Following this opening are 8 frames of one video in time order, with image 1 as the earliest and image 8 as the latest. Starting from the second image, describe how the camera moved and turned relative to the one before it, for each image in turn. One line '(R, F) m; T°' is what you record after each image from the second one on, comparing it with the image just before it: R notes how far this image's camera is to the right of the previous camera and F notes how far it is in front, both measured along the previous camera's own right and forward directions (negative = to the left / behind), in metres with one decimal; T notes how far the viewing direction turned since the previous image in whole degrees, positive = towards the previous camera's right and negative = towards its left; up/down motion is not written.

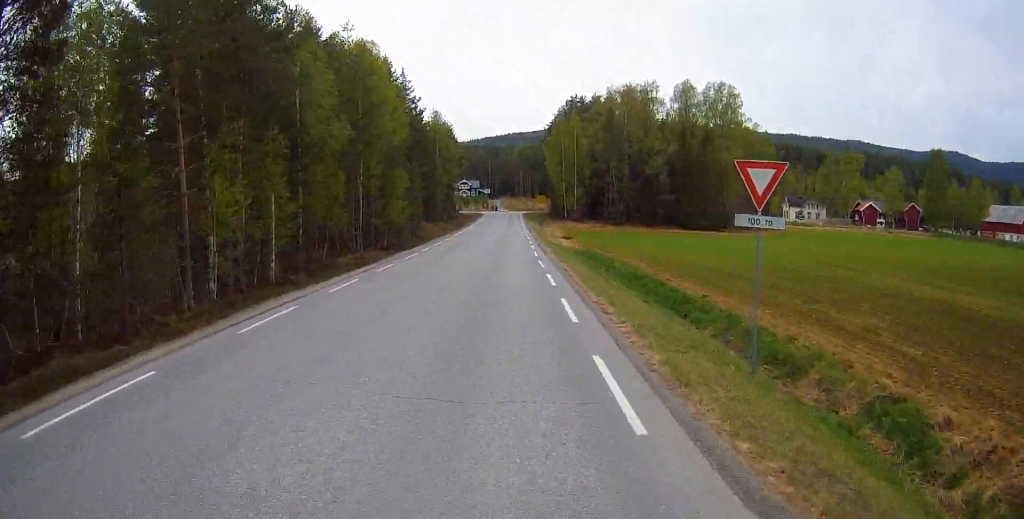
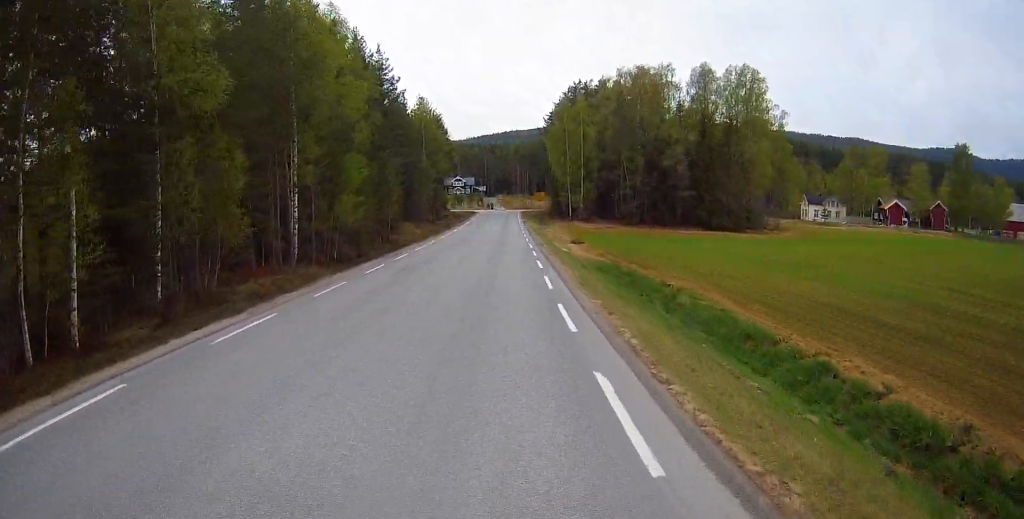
(+0.2, +13.0) m; +1°
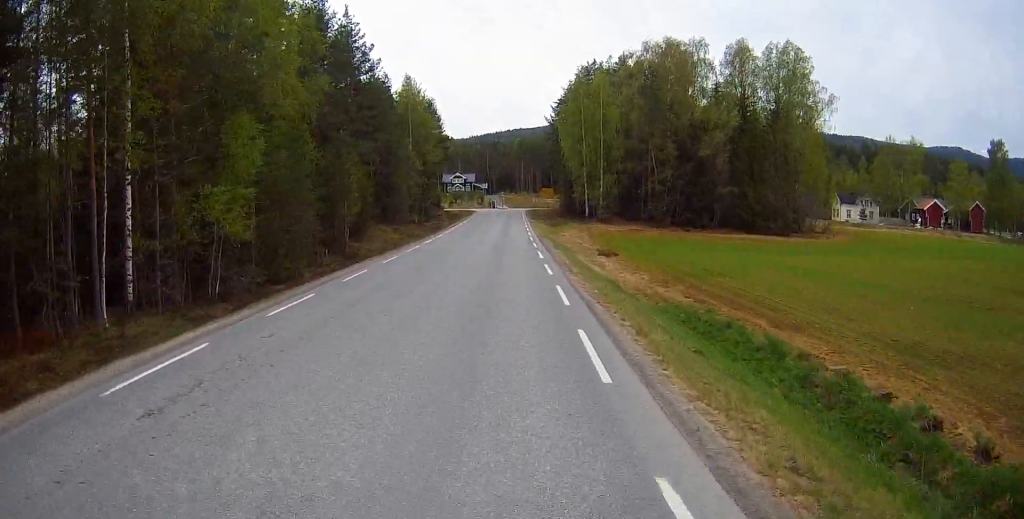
(+0.1, +15.0) m; -1°
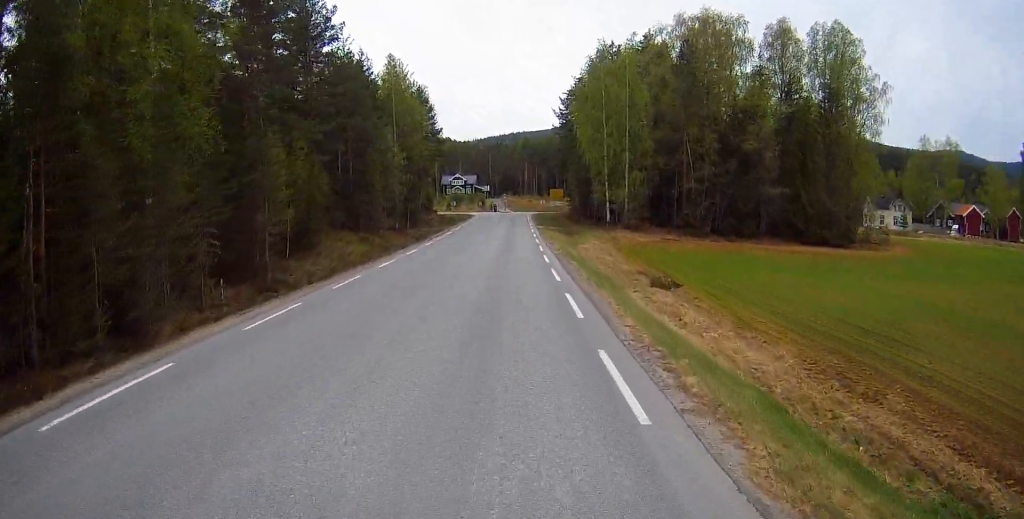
(-0.2, +13.3) m; +1°
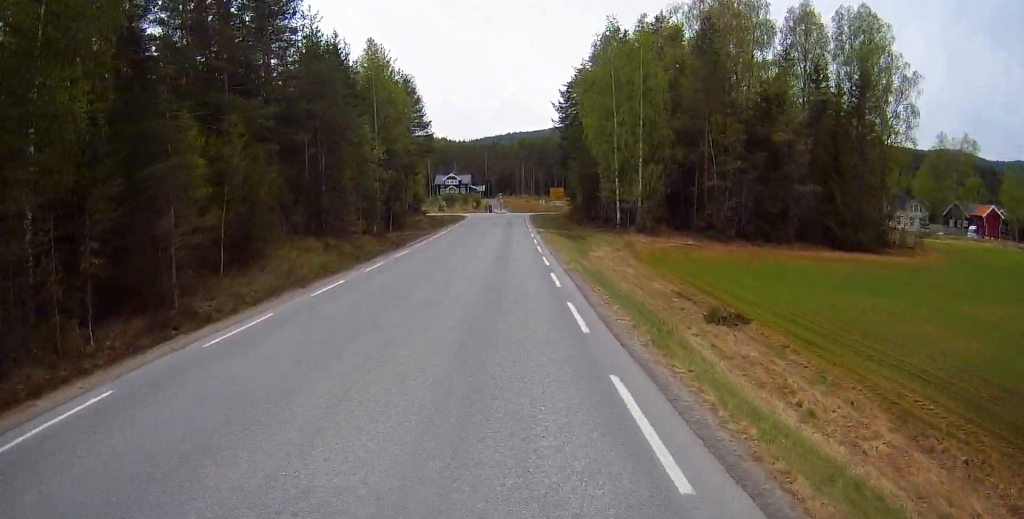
(+0.1, +7.5) m; +1°
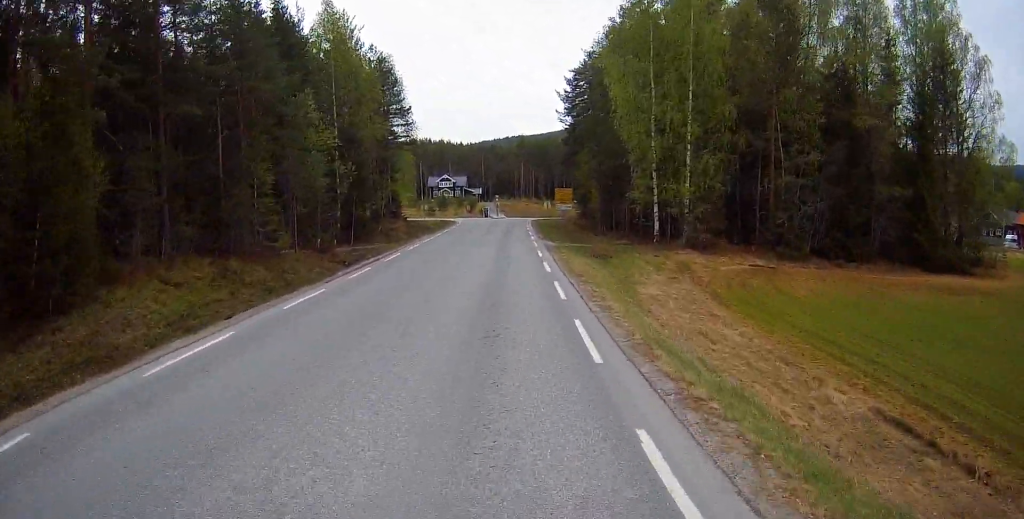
(+0.3, +13.6) m; 0°
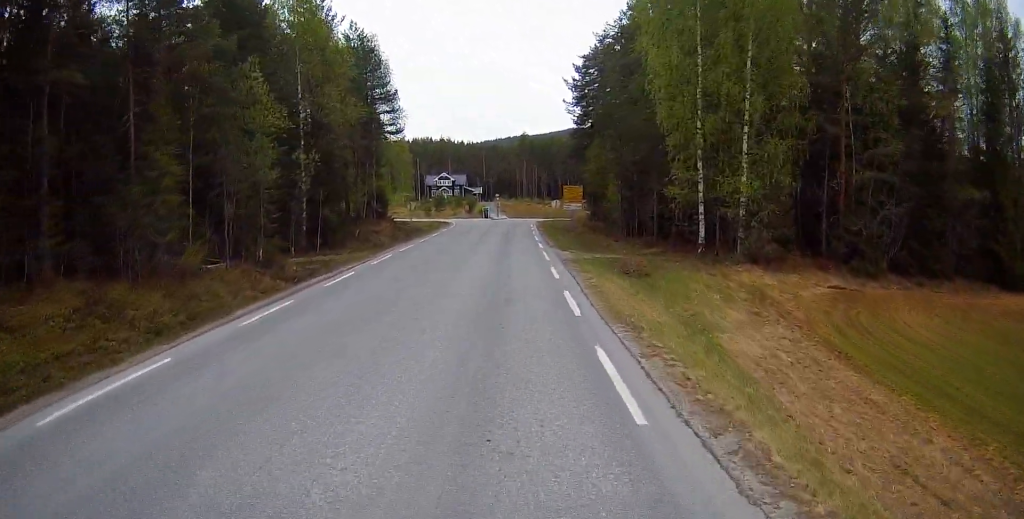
(-0.1, +8.4) m; -1°
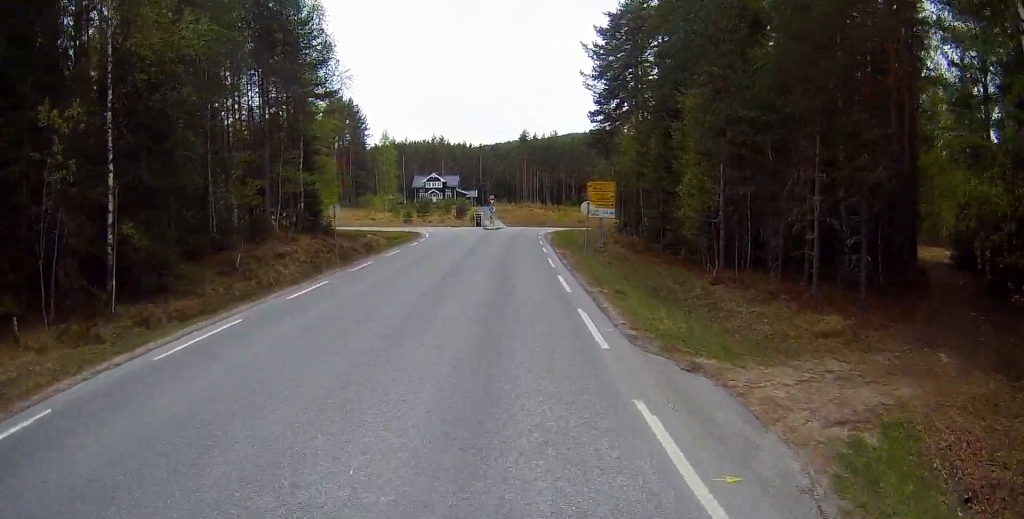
(-0.3, +20.6) m; 0°
